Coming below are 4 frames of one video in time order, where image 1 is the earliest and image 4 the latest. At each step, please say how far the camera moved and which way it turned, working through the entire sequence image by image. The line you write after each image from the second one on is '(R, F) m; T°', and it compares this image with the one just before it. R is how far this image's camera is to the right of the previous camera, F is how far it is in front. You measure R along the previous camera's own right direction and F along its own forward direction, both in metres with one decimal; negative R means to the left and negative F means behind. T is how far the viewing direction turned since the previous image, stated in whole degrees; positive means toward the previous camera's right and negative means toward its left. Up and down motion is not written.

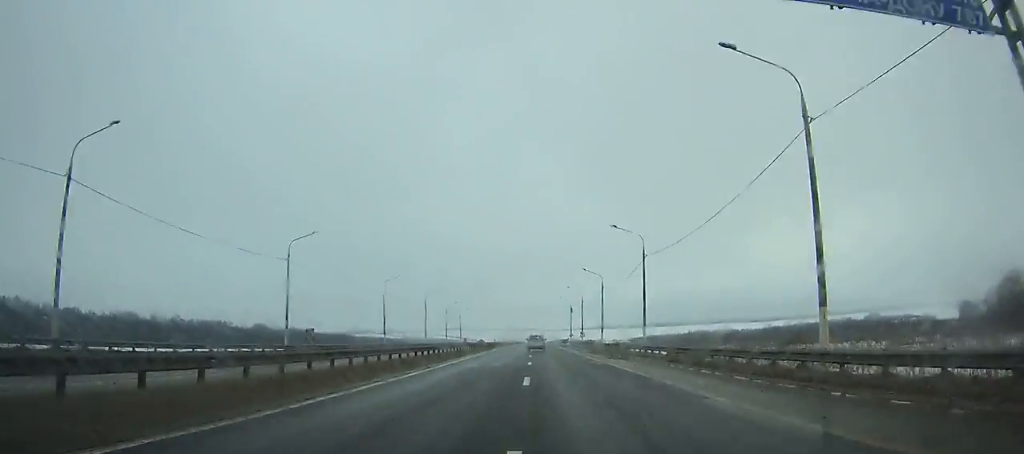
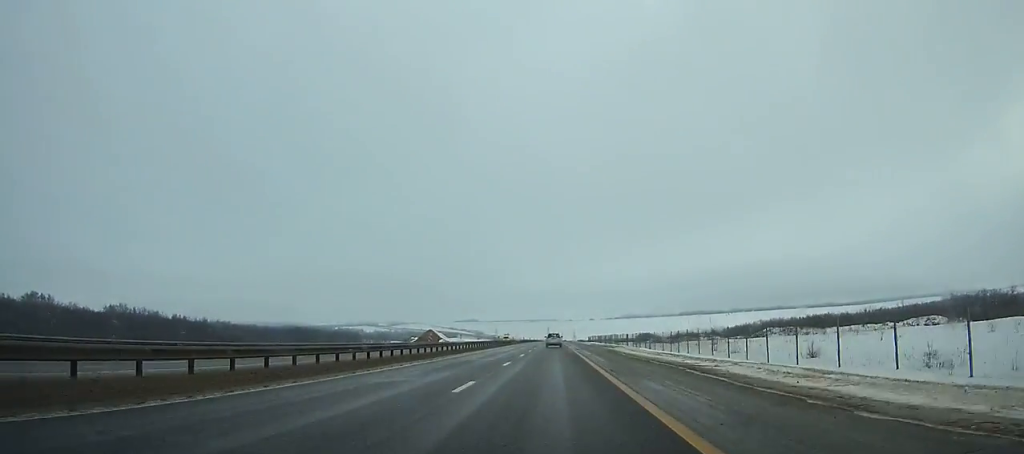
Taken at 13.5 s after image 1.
(-4.6, +374.1) m; -1°
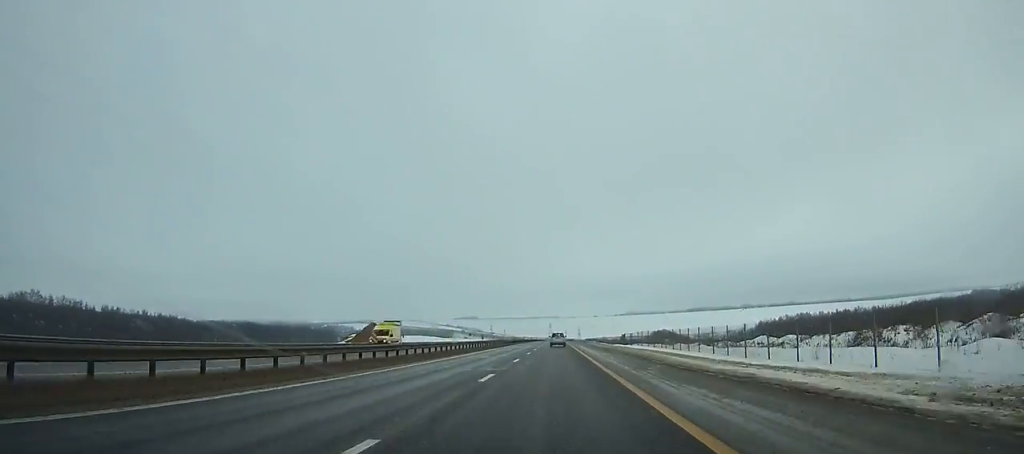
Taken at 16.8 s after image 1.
(0.0, +94.2) m; 0°
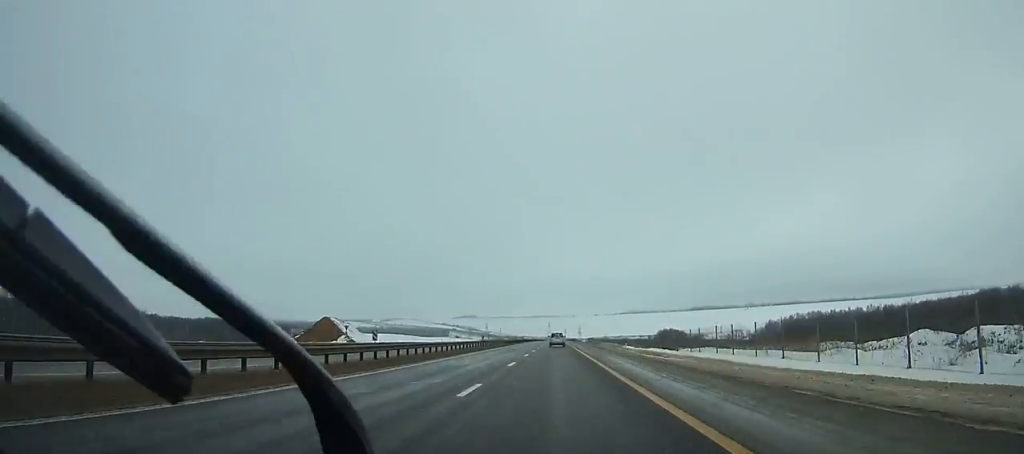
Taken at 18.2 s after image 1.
(0.0, +40.8) m; 0°
